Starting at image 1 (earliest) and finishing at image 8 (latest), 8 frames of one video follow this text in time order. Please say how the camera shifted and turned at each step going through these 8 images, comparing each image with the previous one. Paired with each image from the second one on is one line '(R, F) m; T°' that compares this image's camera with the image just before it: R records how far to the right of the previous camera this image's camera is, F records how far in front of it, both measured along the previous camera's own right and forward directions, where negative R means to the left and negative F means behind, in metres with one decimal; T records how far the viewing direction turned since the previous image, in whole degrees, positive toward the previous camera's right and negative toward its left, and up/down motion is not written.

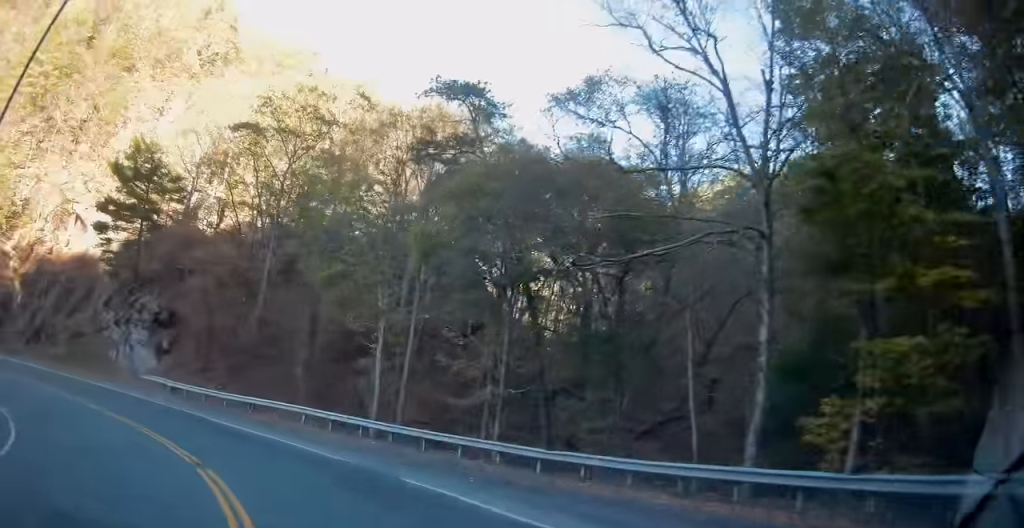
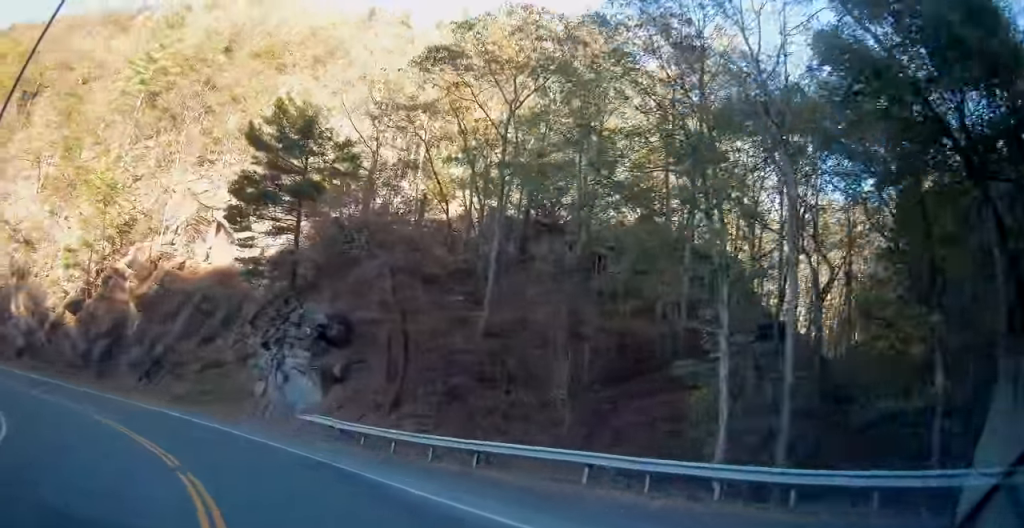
(-2.9, +13.4) m; -25°
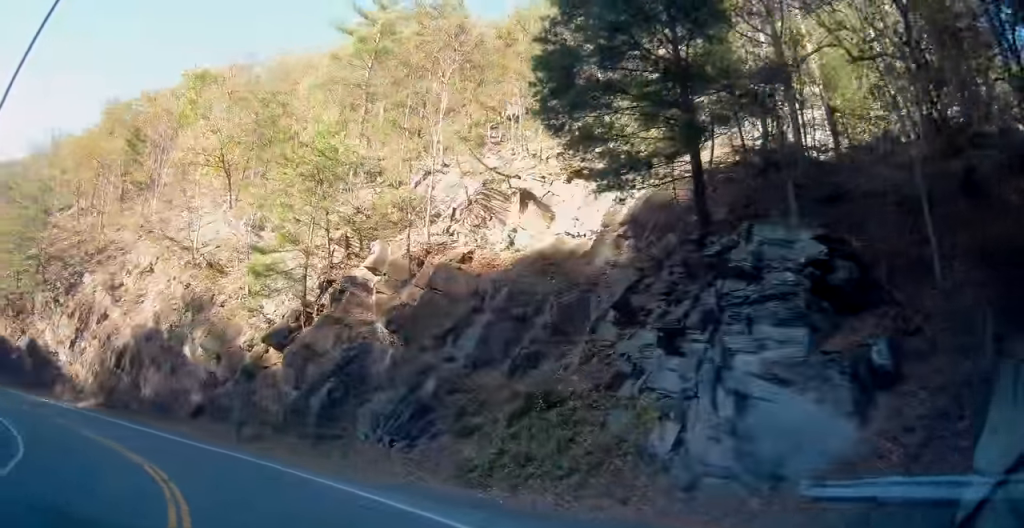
(-4.4, +17.3) m; -29°
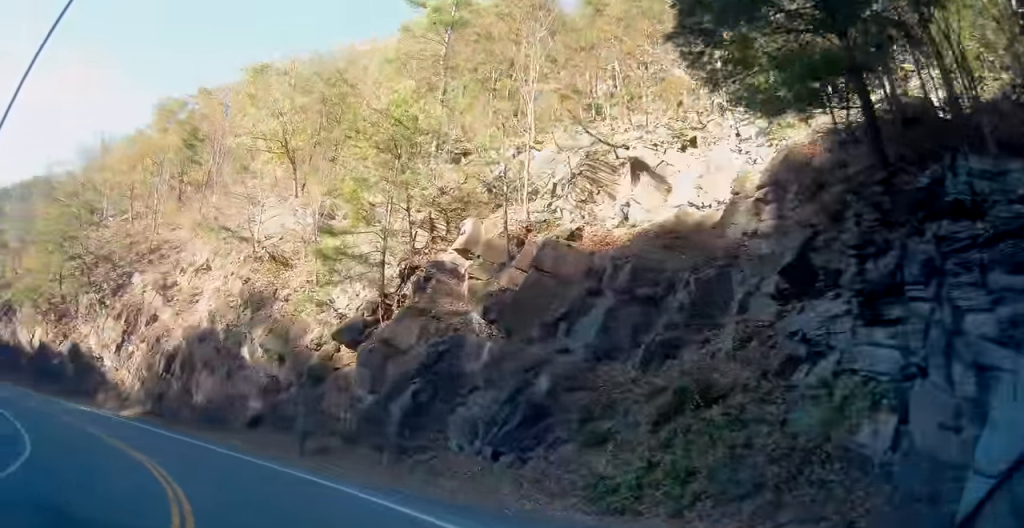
(-0.2, +4.3) m; -8°
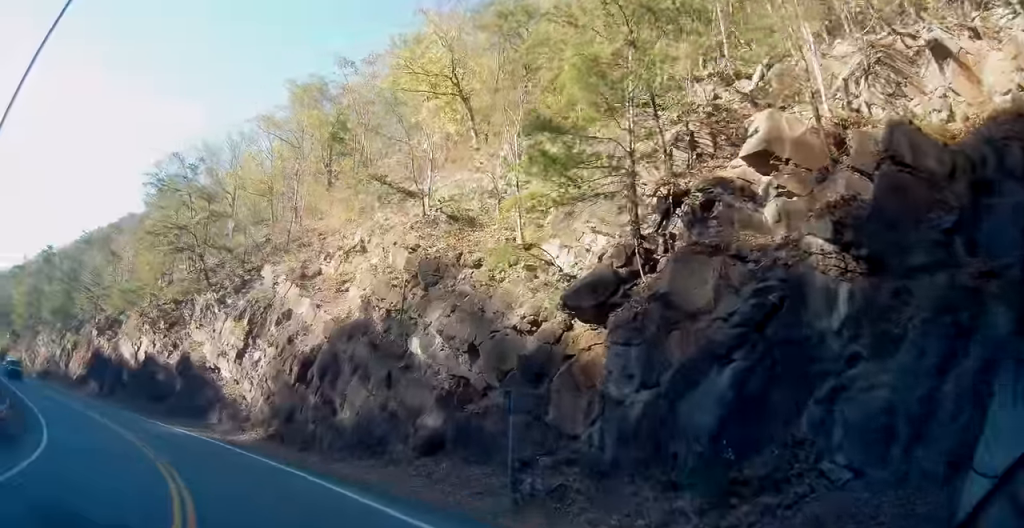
(-1.6, +9.7) m; -18°
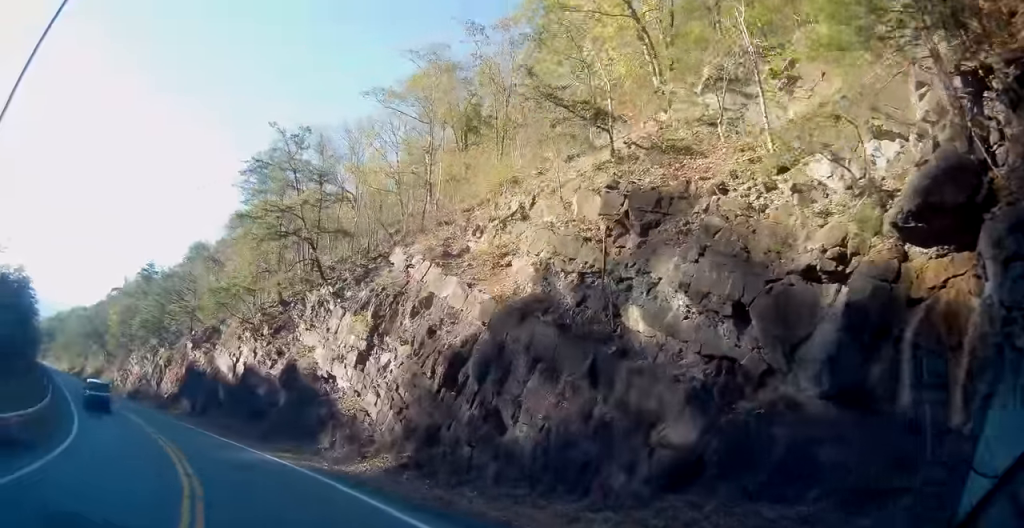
(-0.8, +7.7) m; -11°
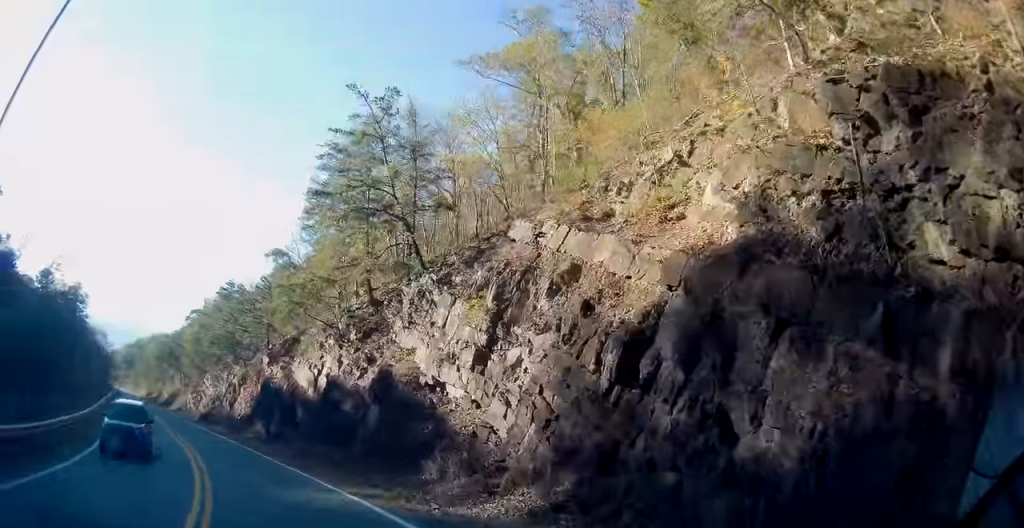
(-0.4, +6.7) m; -13°
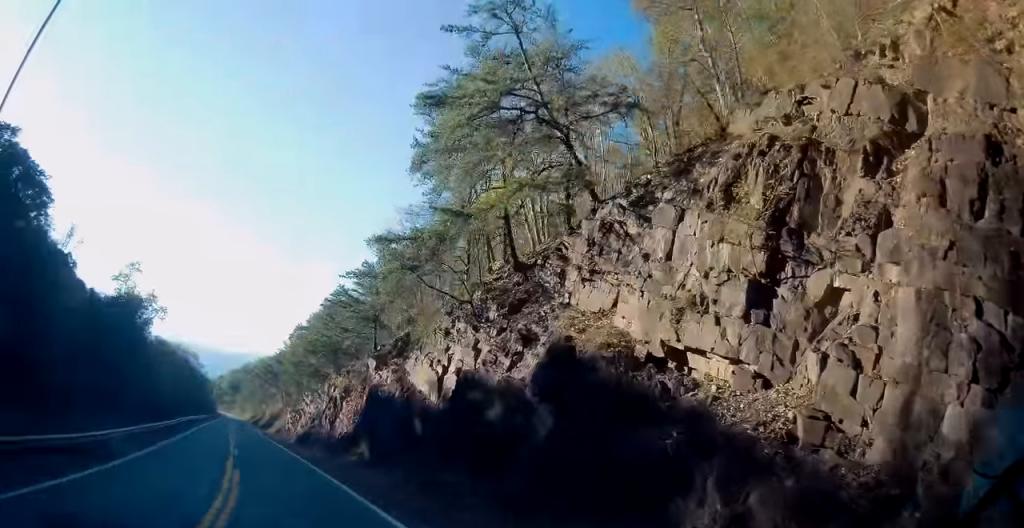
(-1.8, +9.2) m; -15°
